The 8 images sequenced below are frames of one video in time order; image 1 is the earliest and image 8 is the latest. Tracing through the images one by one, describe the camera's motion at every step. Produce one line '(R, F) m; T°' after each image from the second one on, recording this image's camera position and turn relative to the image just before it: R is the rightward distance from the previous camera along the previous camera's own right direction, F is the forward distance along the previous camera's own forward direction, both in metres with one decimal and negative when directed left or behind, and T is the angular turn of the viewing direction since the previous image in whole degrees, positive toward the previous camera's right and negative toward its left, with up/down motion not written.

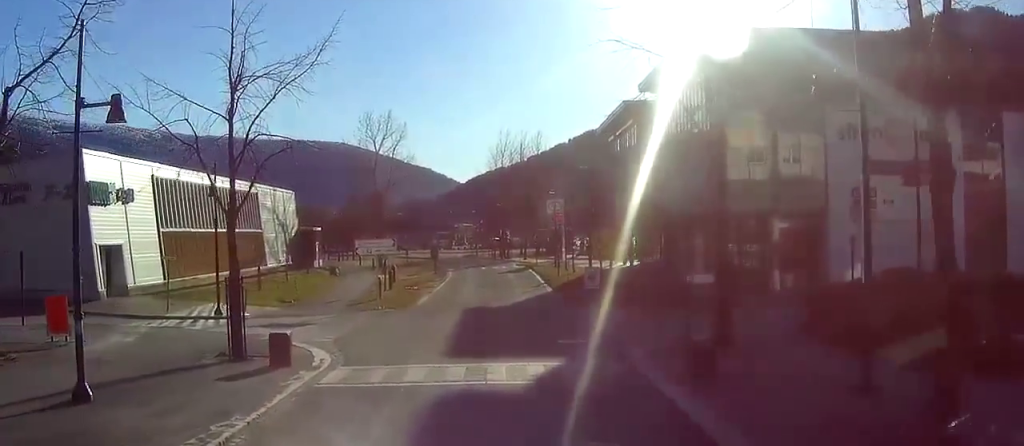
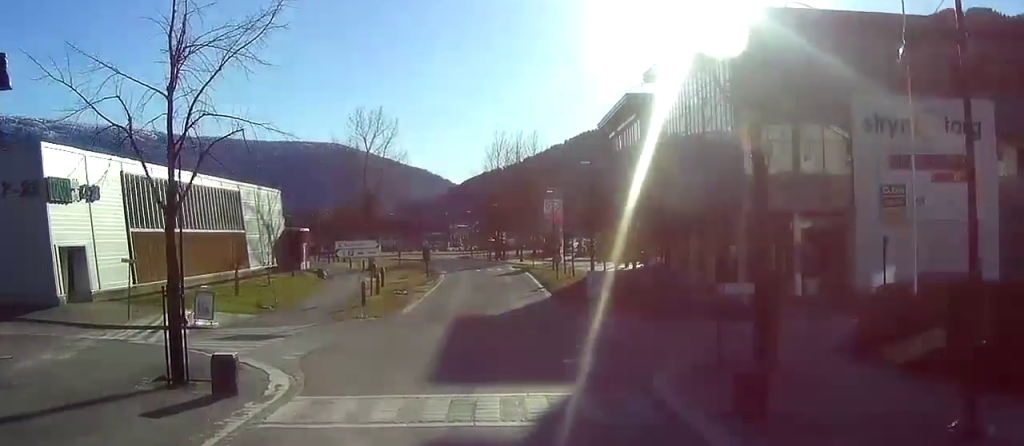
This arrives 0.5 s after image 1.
(0.0, +4.7) m; 0°
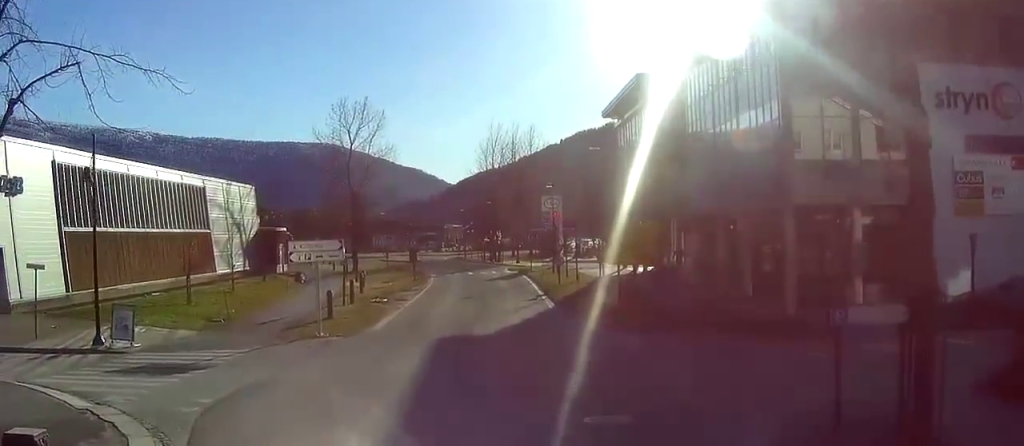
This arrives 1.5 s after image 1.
(0.0, +8.9) m; +1°
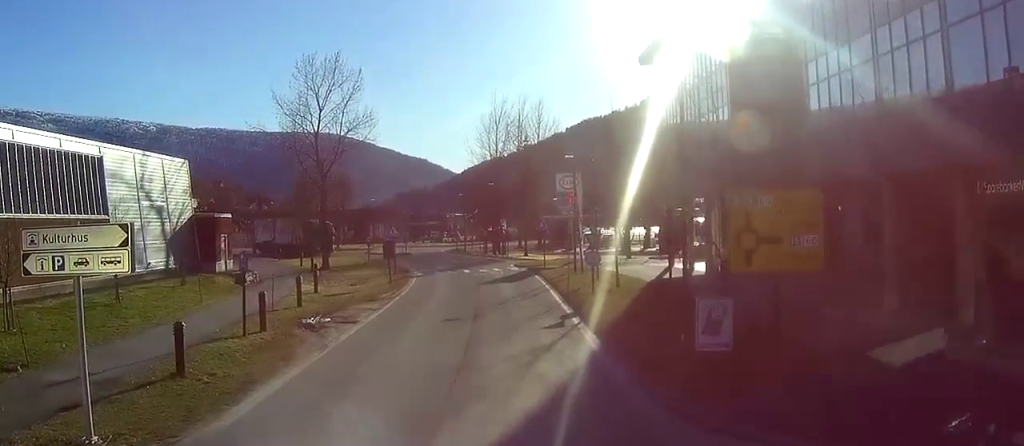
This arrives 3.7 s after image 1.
(+1.3, +21.4) m; +6°
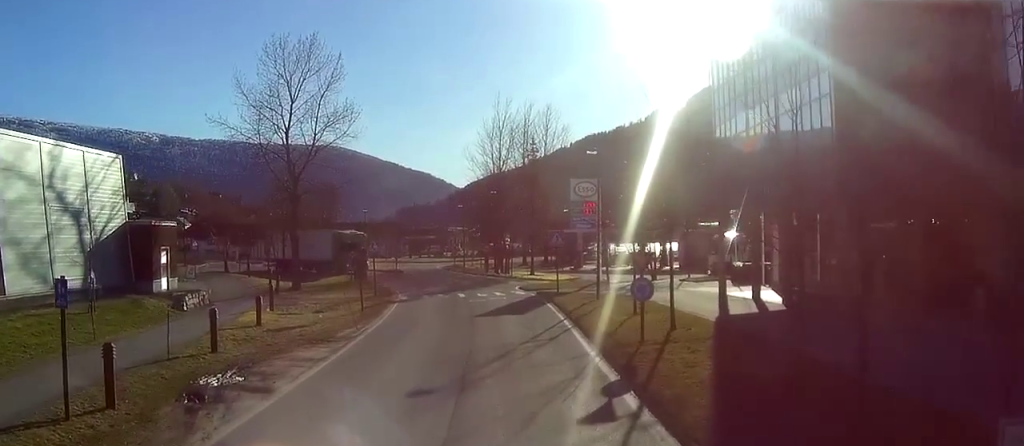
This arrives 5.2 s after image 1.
(-0.4, +14.6) m; -1°
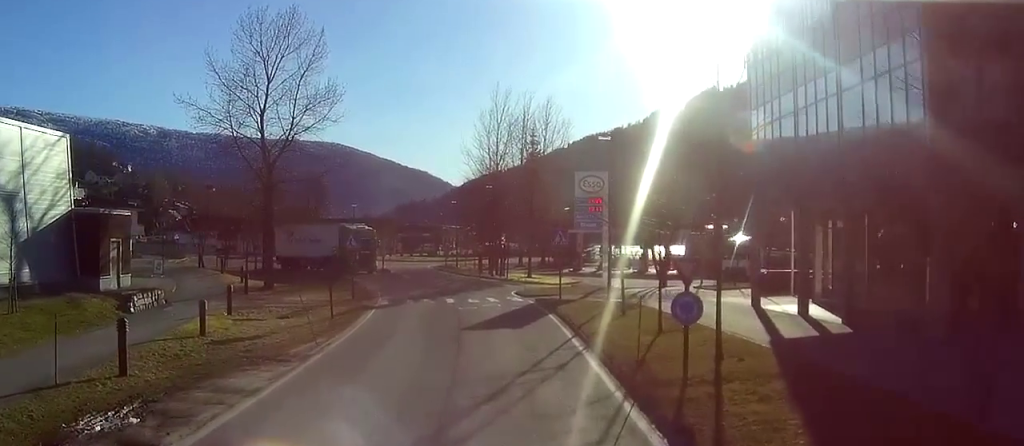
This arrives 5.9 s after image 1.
(+0.1, +8.0) m; +2°
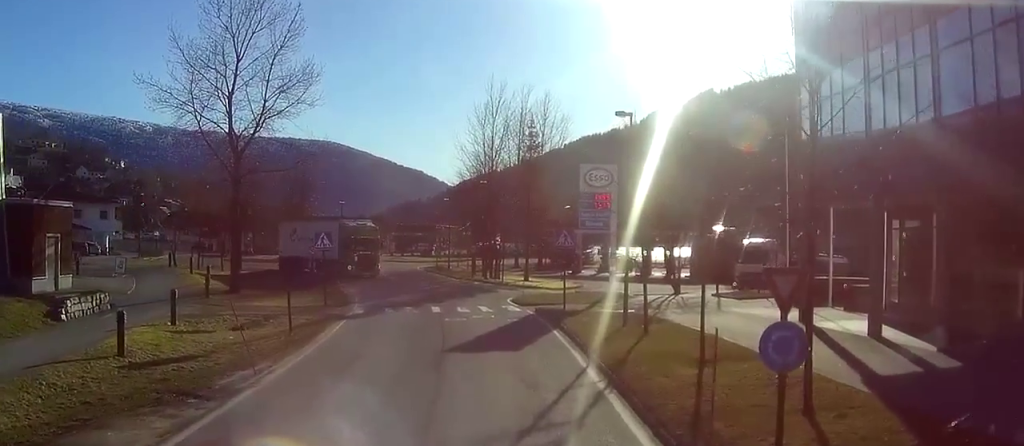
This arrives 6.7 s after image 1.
(+0.2, +8.0) m; +3°
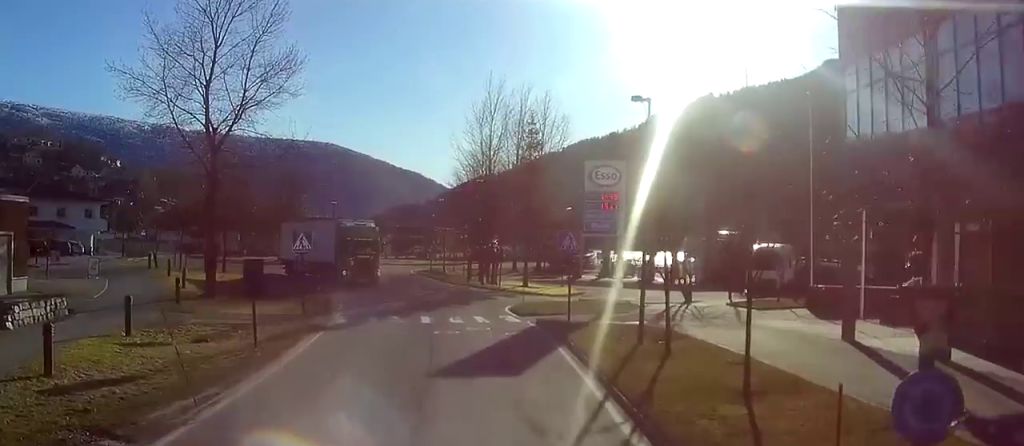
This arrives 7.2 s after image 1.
(+0.1, +5.2) m; +2°
